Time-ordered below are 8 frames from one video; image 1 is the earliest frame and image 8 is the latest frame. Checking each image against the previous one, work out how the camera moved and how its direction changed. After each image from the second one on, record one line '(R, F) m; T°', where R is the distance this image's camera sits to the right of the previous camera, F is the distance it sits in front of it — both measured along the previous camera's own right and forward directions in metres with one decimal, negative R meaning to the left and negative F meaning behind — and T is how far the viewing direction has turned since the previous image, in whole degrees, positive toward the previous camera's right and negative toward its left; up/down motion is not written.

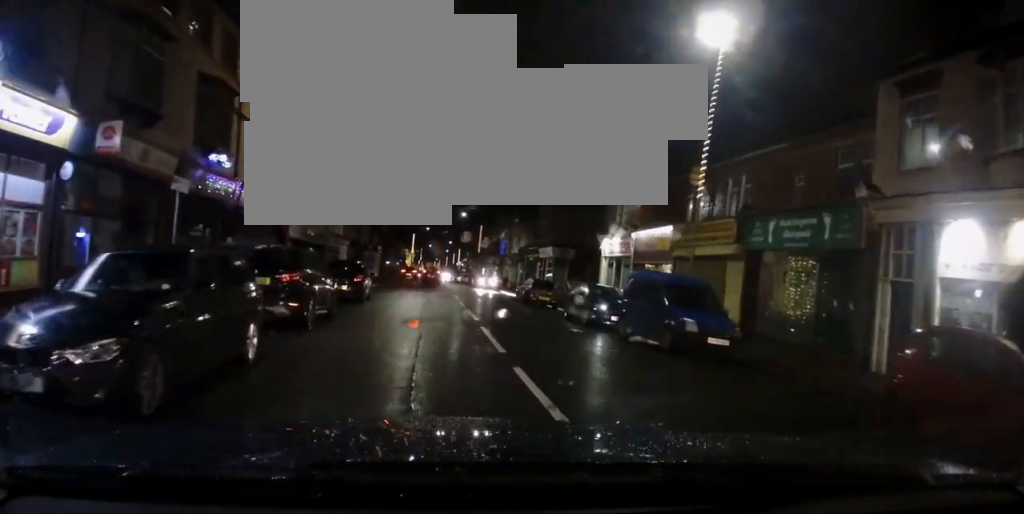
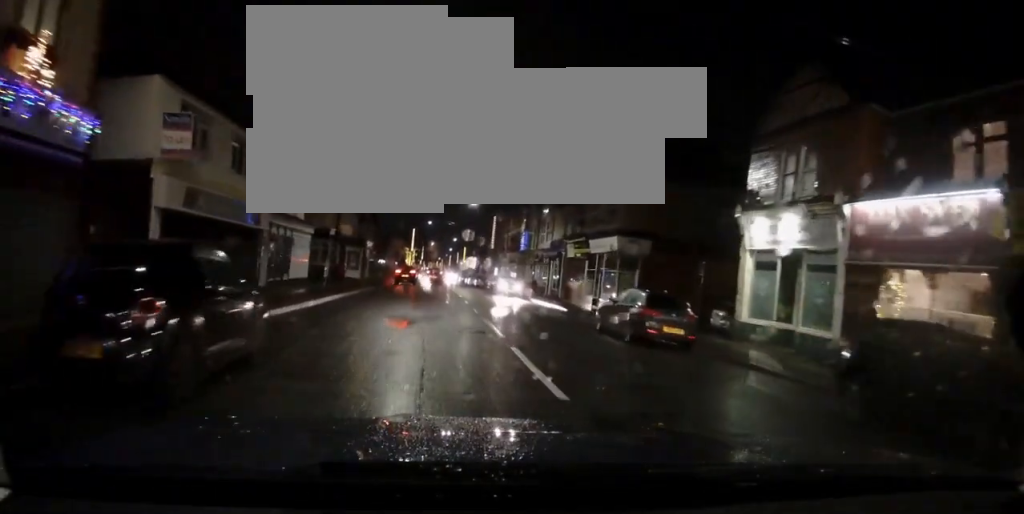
(+0.1, +14.6) m; -2°
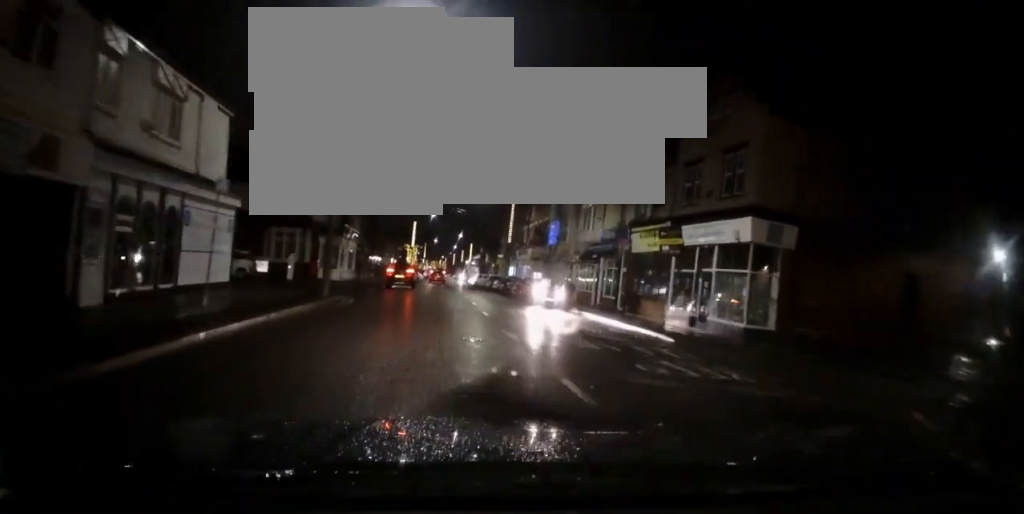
(-0.1, +12.7) m; +1°
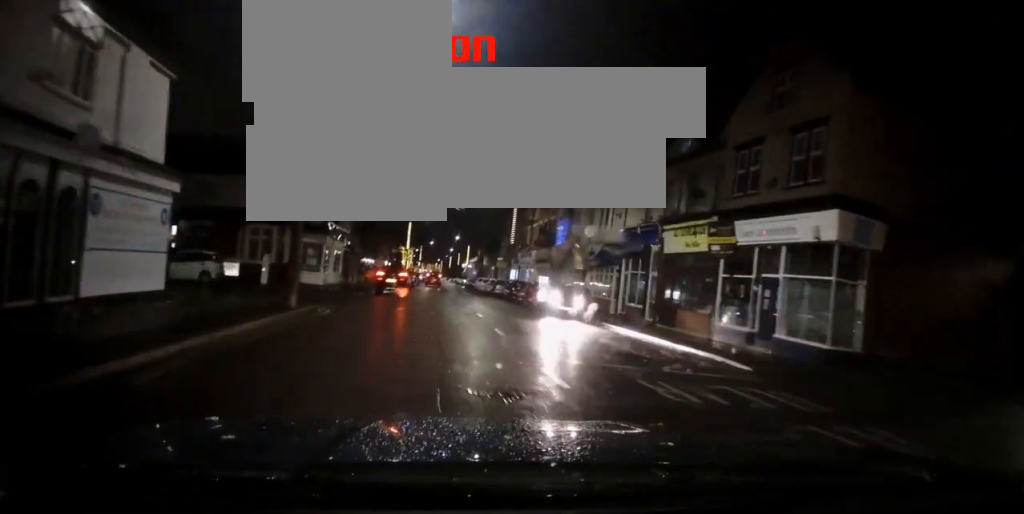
(0.0, +4.7) m; +1°
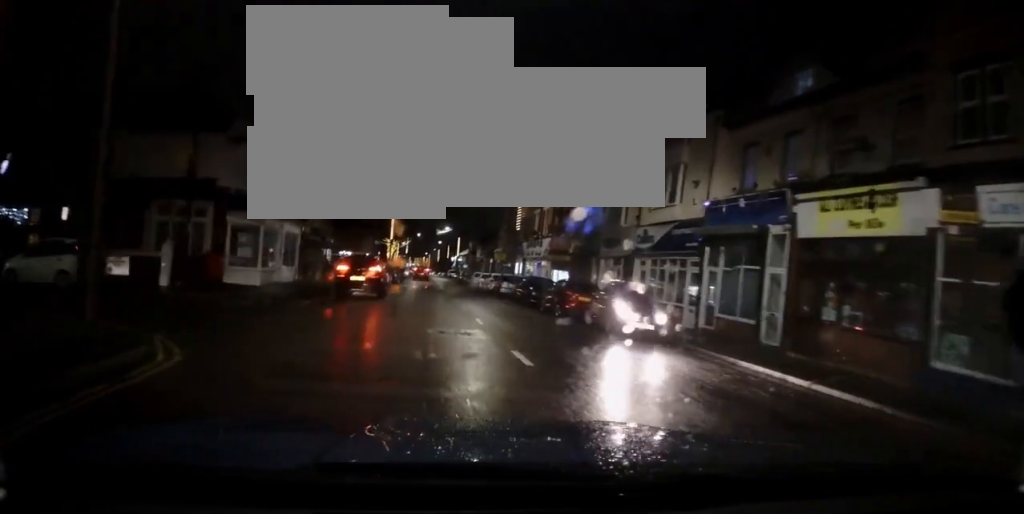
(+0.3, +11.2) m; +1°
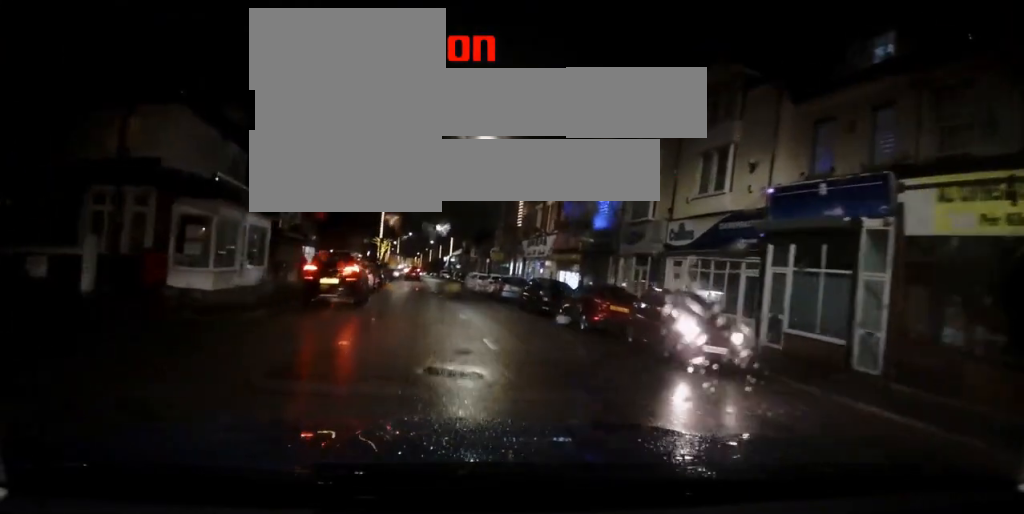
(+0.1, +4.7) m; 0°
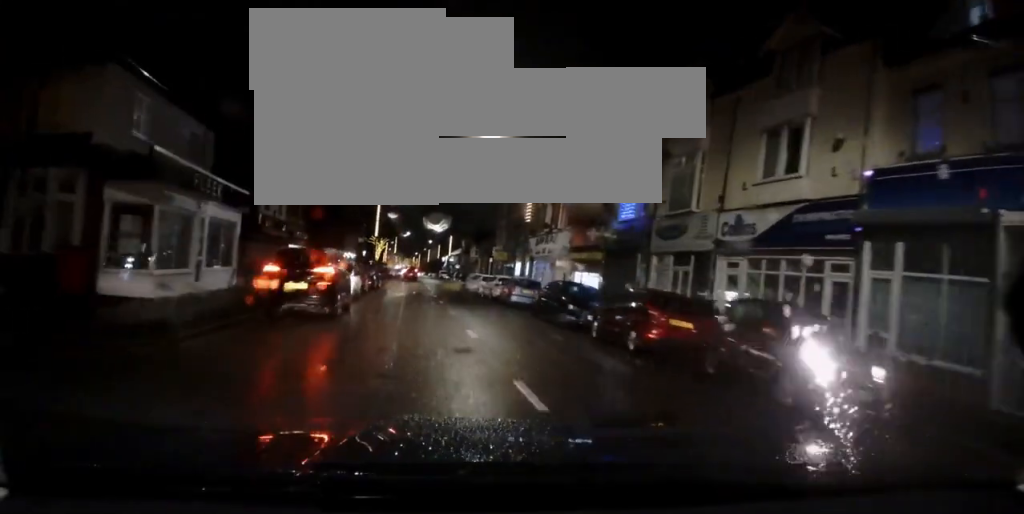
(-0.1, +4.5) m; 0°
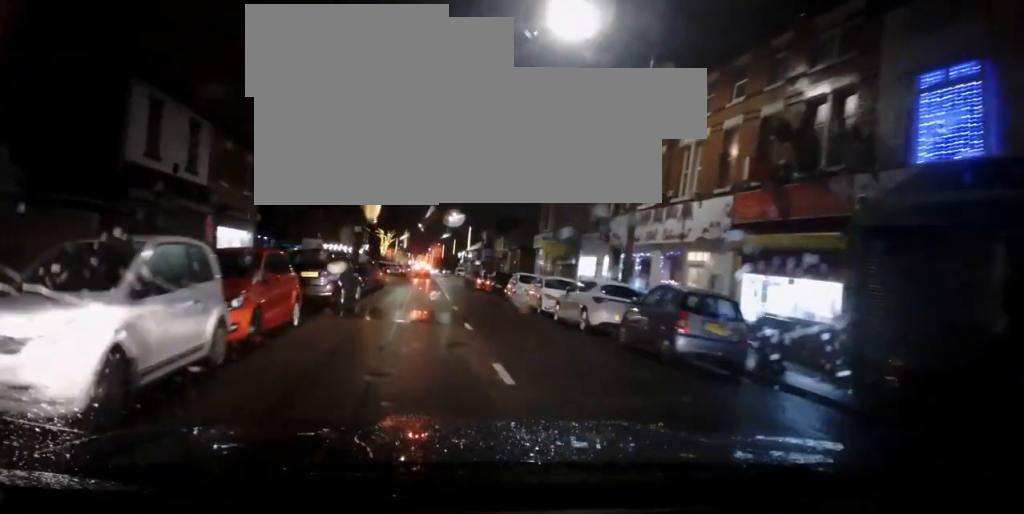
(+0.3, +17.8) m; 0°
